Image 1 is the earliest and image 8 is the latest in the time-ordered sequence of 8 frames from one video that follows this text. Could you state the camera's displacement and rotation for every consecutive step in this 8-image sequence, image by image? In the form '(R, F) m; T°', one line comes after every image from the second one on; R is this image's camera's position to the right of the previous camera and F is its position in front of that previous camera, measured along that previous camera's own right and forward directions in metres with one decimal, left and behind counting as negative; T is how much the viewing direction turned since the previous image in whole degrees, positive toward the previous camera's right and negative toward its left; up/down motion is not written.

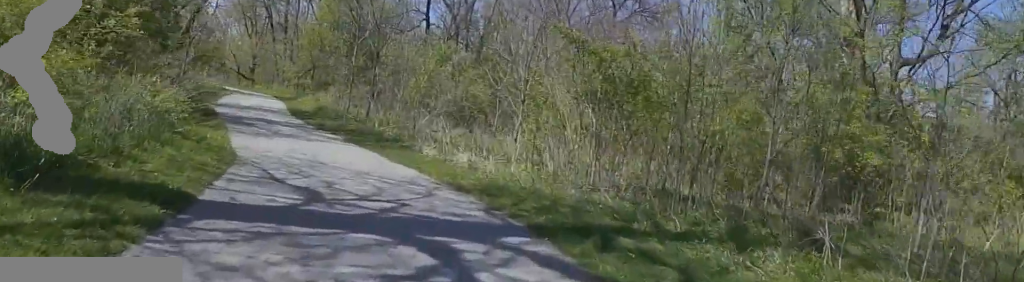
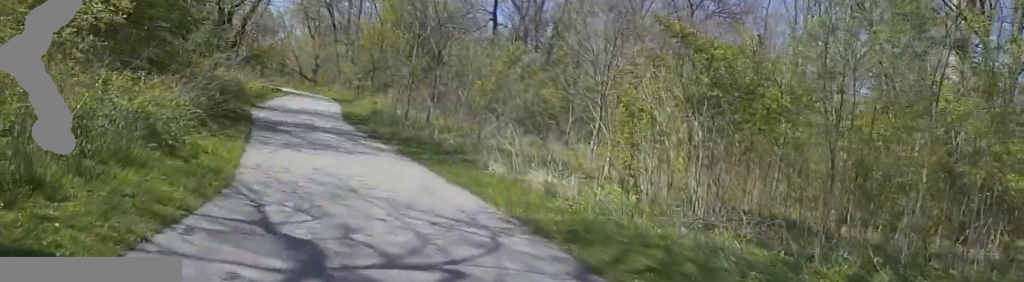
(-0.3, +2.2) m; -1°
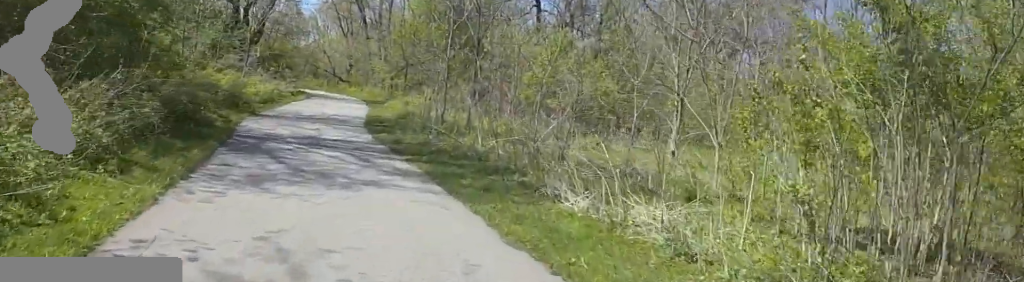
(+0.2, +3.4) m; -4°
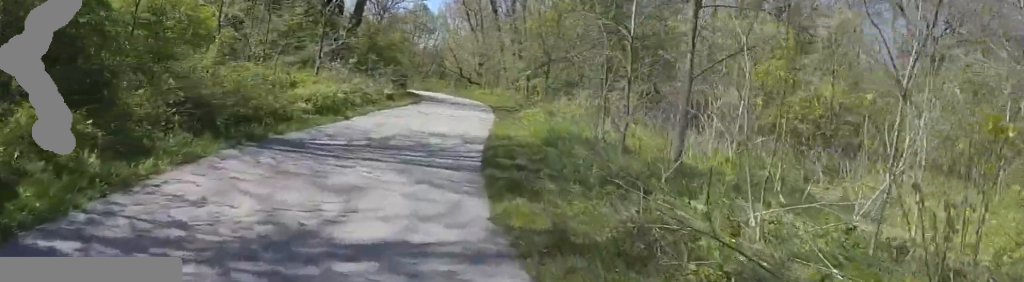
(-1.0, +7.5) m; -9°
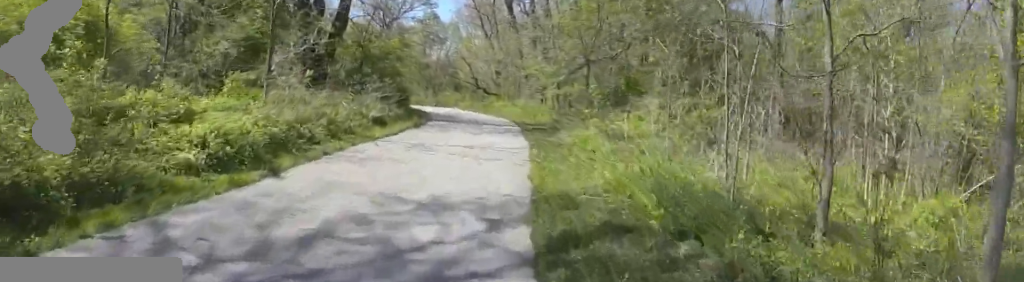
(+0.1, +5.3) m; -3°
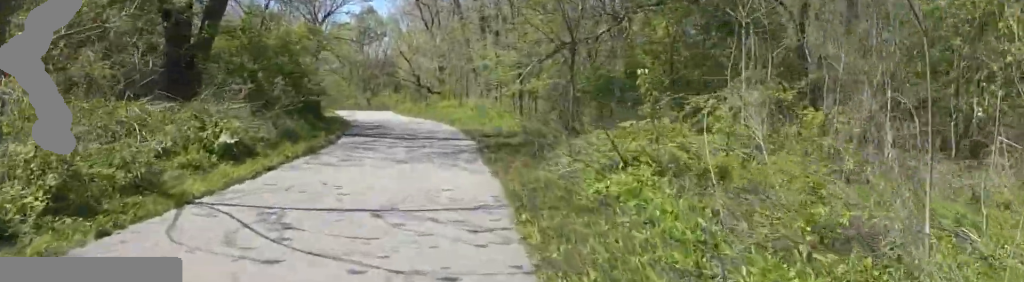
(-0.4, +5.6) m; +1°
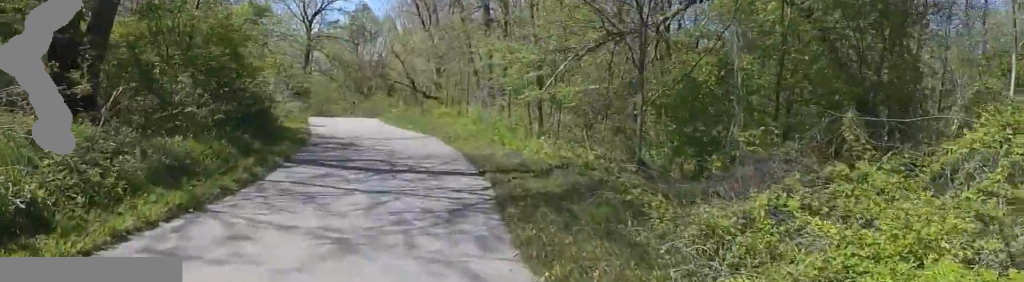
(+0.3, +4.3) m; +3°
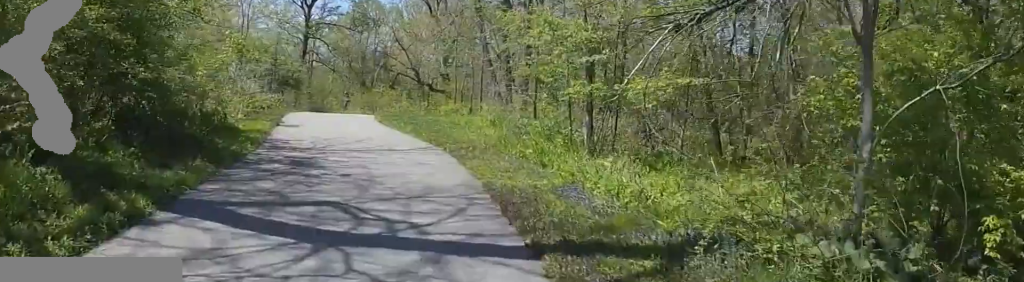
(0.0, +4.0) m; -3°
